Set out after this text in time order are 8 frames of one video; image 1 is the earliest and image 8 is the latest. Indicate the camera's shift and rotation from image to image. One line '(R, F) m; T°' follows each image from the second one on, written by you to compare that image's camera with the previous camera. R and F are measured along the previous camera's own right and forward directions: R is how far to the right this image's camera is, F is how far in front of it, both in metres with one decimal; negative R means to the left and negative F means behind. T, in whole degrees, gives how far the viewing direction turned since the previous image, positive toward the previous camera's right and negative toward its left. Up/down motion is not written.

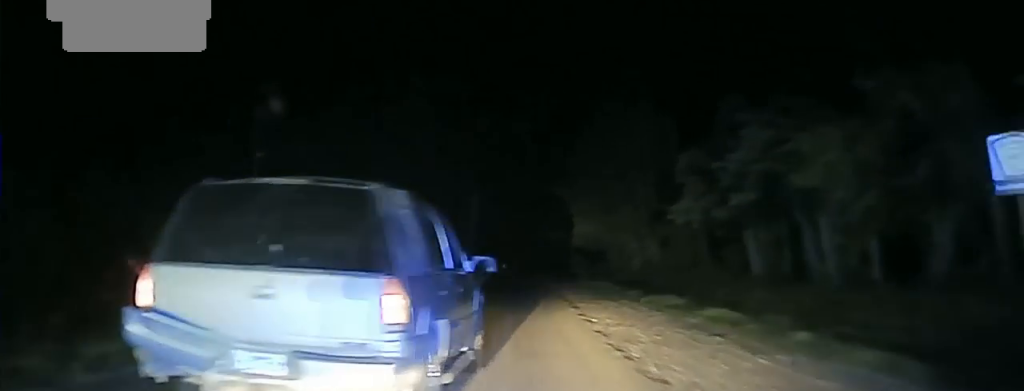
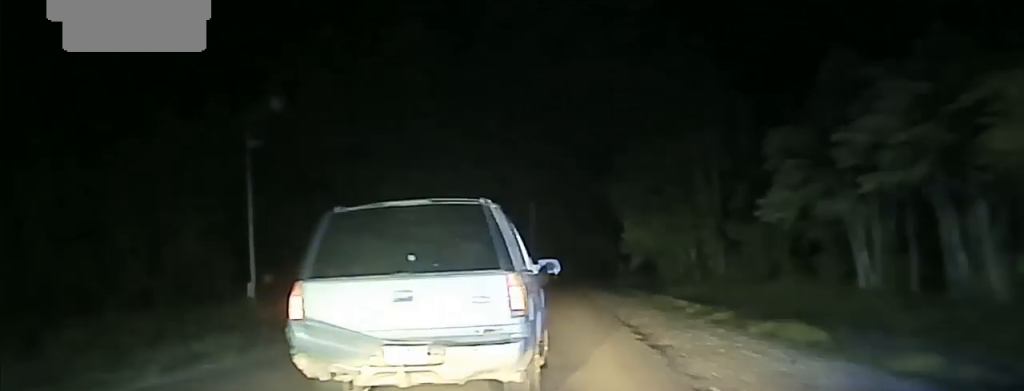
(-0.3, +11.7) m; -2°
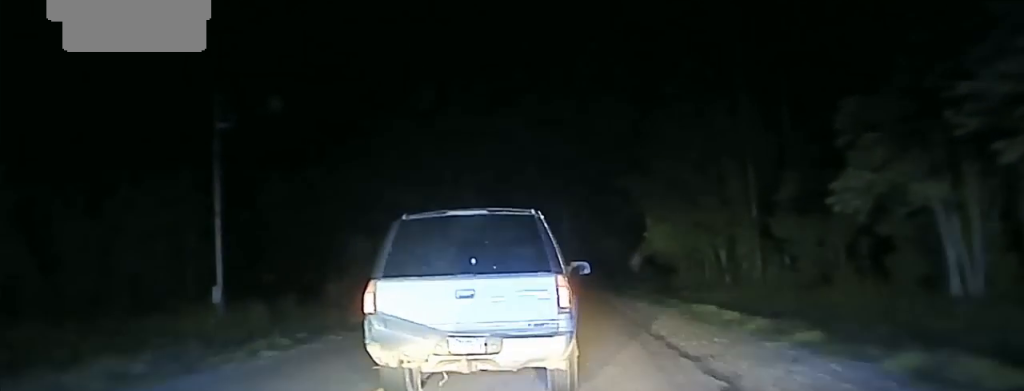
(0.0, +7.7) m; 0°
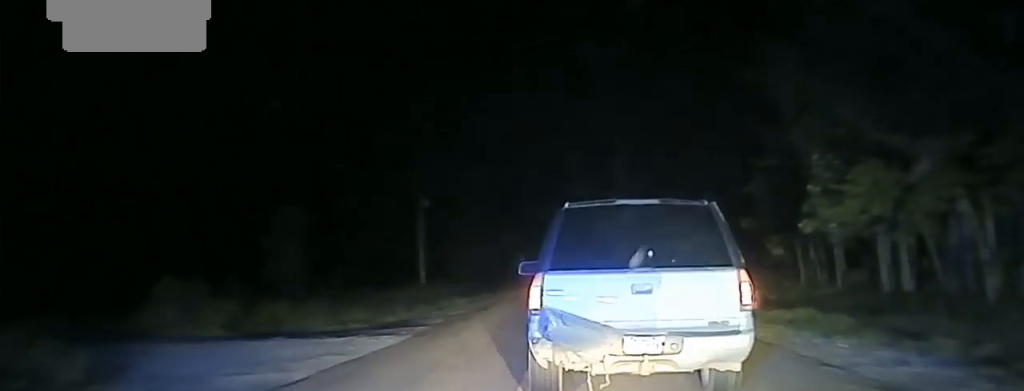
(+0.3, +29.9) m; +1°
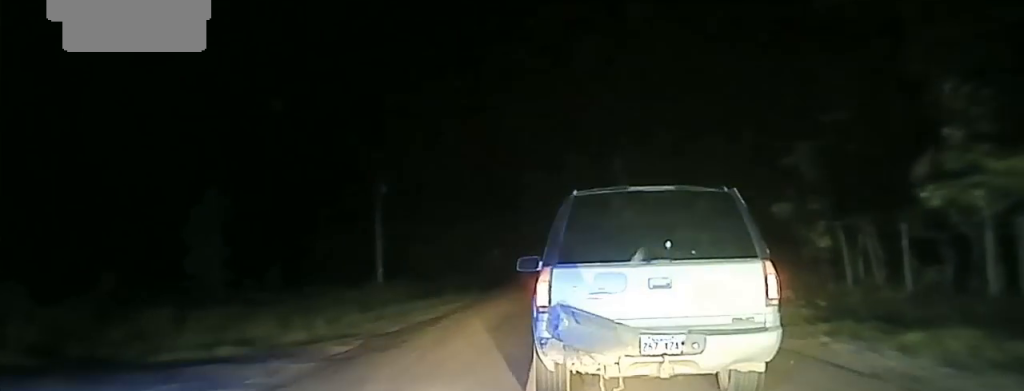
(0.0, +9.9) m; 0°
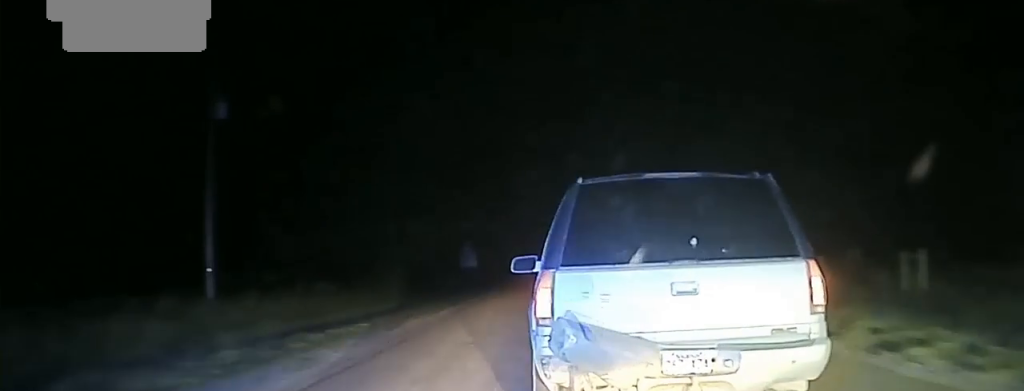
(-0.2, +29.1) m; -1°
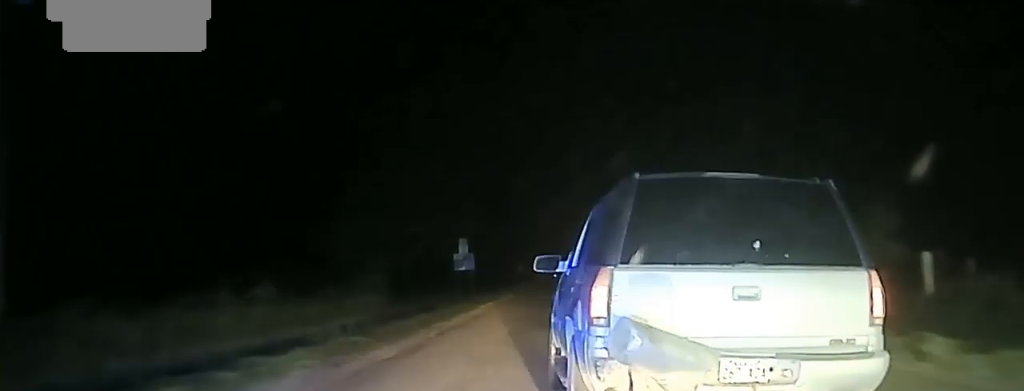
(0.0, +14.0) m; +1°
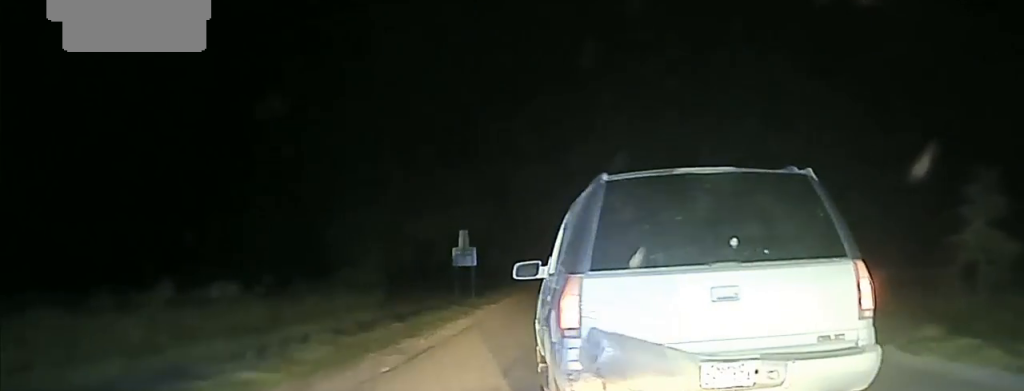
(-0.1, +7.3) m; +1°
